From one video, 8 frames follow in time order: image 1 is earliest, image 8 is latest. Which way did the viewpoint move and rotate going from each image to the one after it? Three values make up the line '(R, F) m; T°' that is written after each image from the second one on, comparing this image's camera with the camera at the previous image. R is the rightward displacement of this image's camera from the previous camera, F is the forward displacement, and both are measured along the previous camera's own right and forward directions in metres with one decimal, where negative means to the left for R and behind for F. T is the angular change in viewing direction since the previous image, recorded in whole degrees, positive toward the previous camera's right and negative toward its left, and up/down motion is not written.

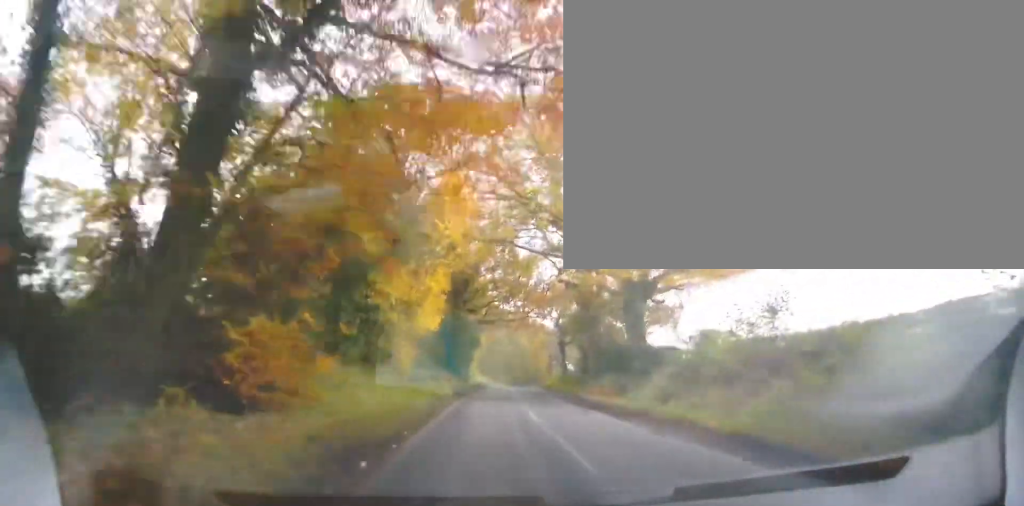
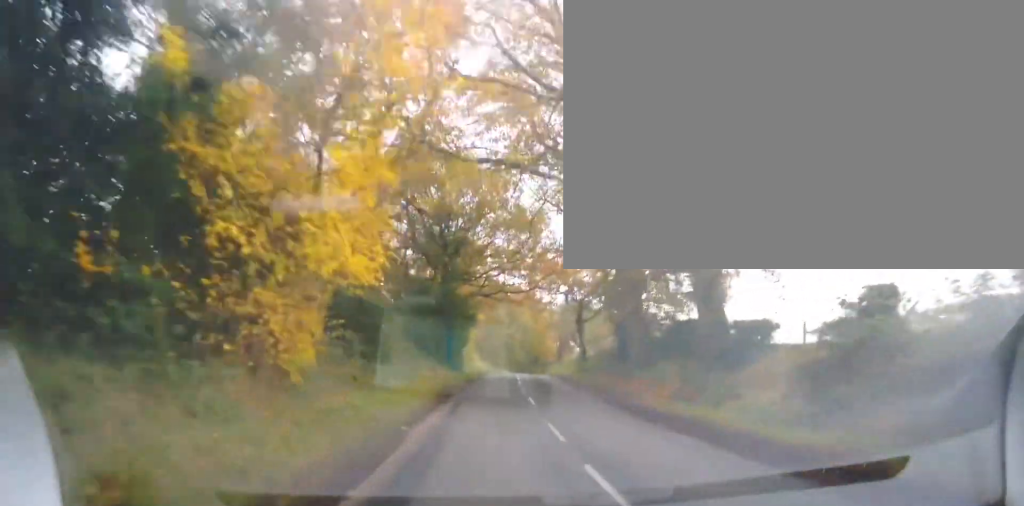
(+0.1, +10.3) m; -1°
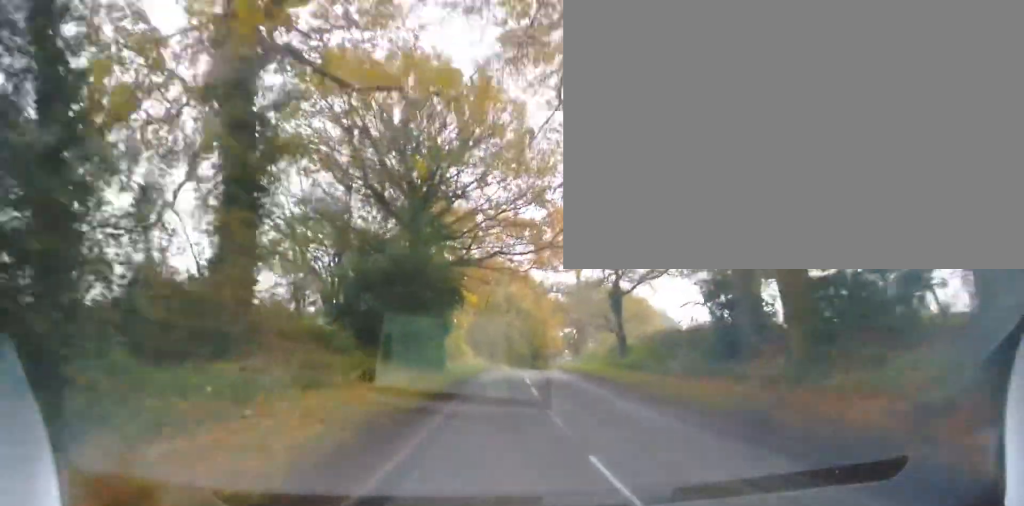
(-0.3, +11.2) m; -1°
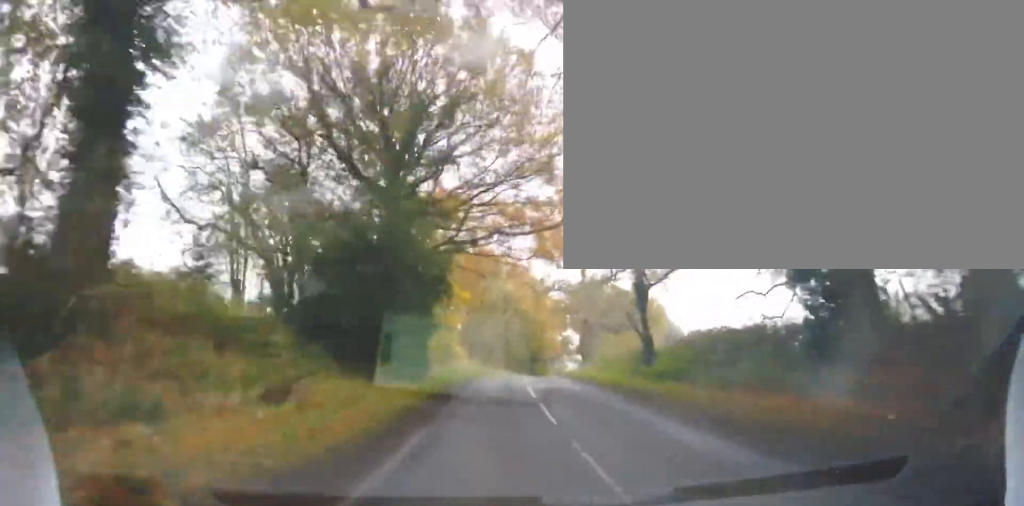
(0.0, +5.0) m; 0°
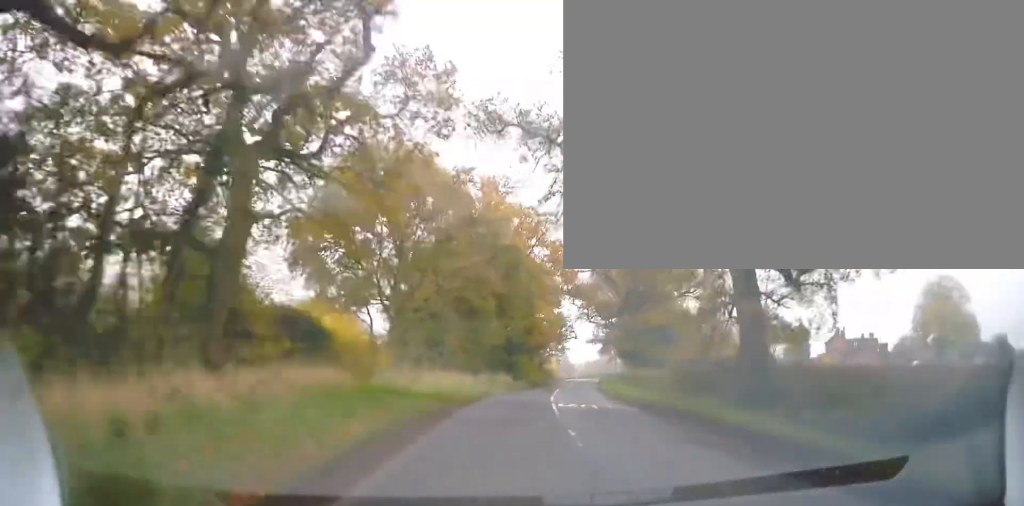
(+2.1, +32.1) m; +4°
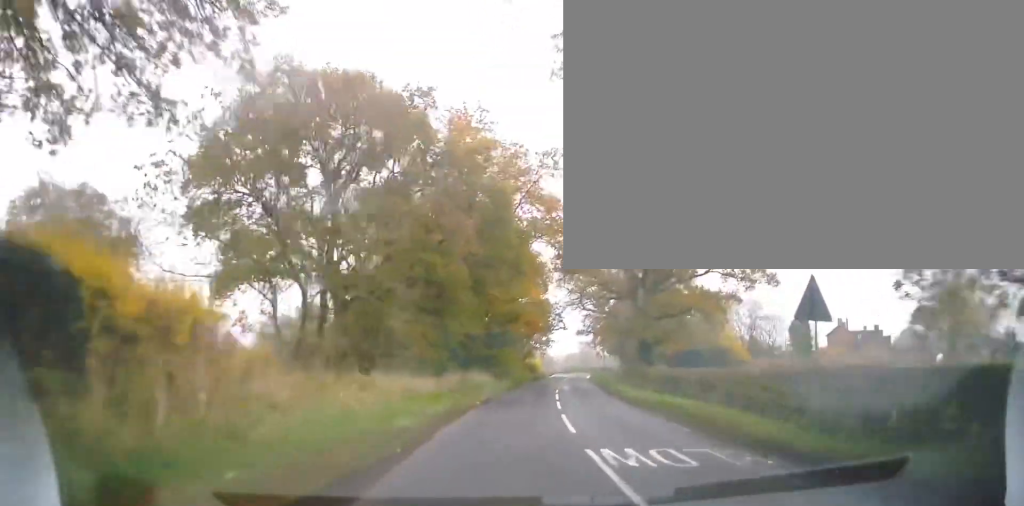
(-0.2, +10.3) m; +2°
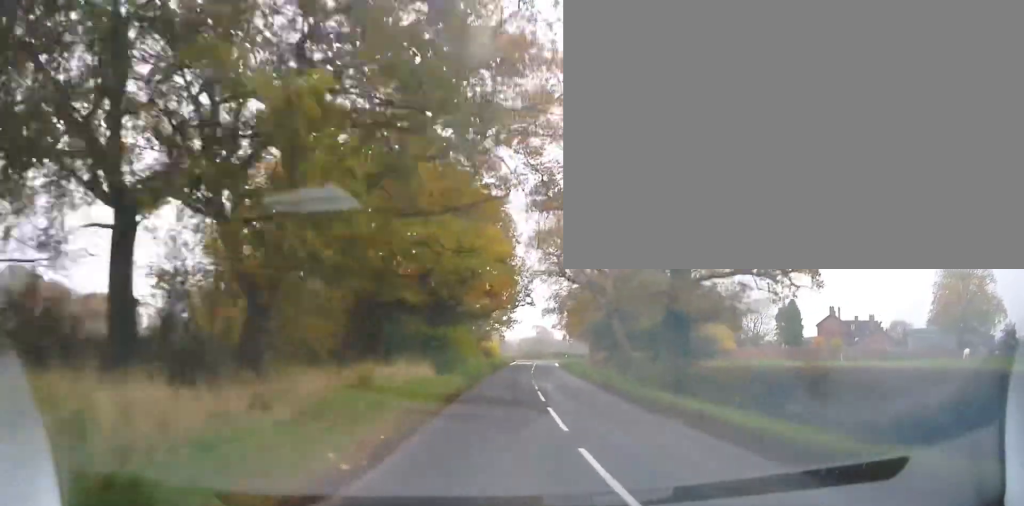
(+0.6, +12.9) m; +4°
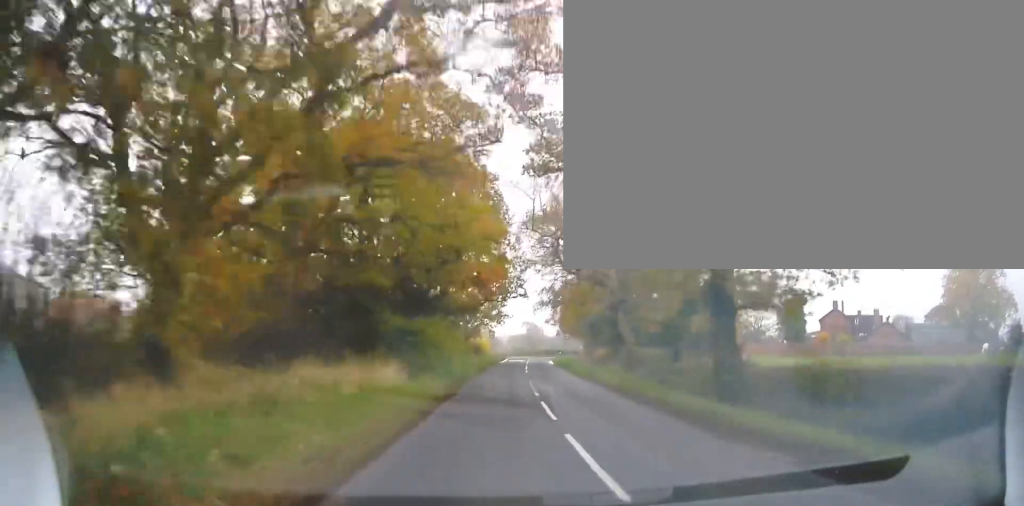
(+0.1, +5.6) m; +1°
